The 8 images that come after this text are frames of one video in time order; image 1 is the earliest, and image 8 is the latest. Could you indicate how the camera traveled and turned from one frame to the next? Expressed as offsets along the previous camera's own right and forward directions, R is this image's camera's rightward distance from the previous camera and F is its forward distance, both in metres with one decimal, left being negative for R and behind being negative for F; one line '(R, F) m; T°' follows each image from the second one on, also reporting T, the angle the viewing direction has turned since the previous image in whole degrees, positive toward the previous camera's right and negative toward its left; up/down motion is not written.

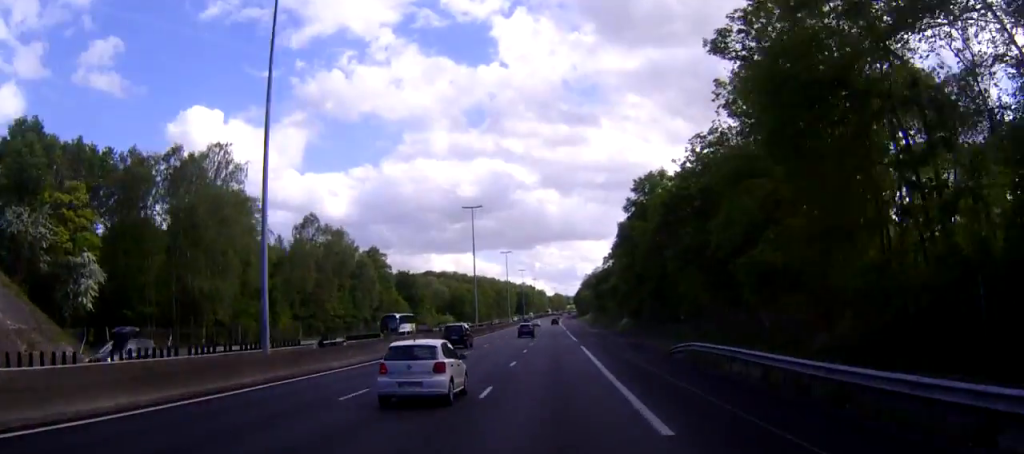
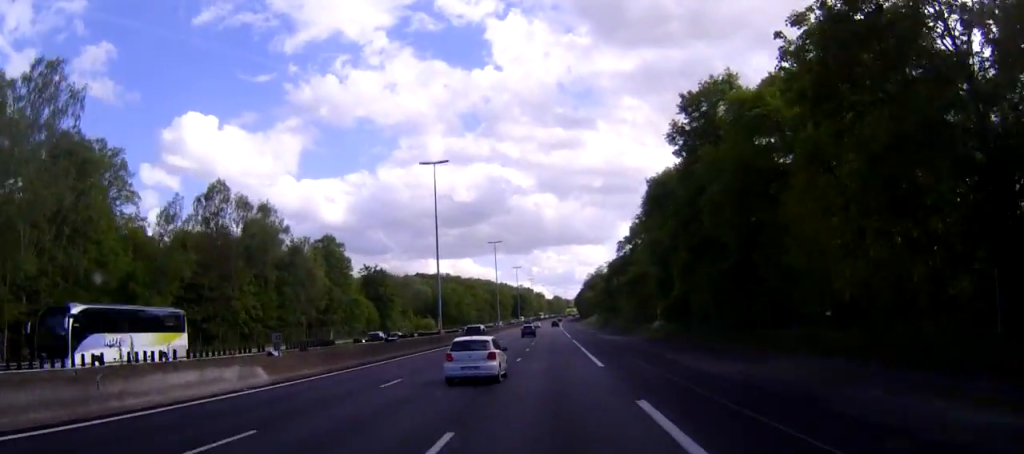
(-0.1, +33.8) m; 0°
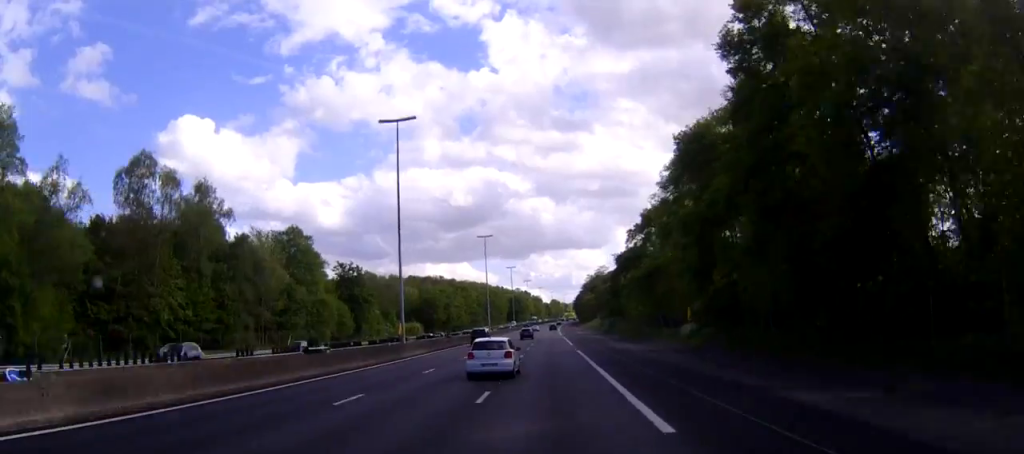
(0.0, +17.5) m; 0°
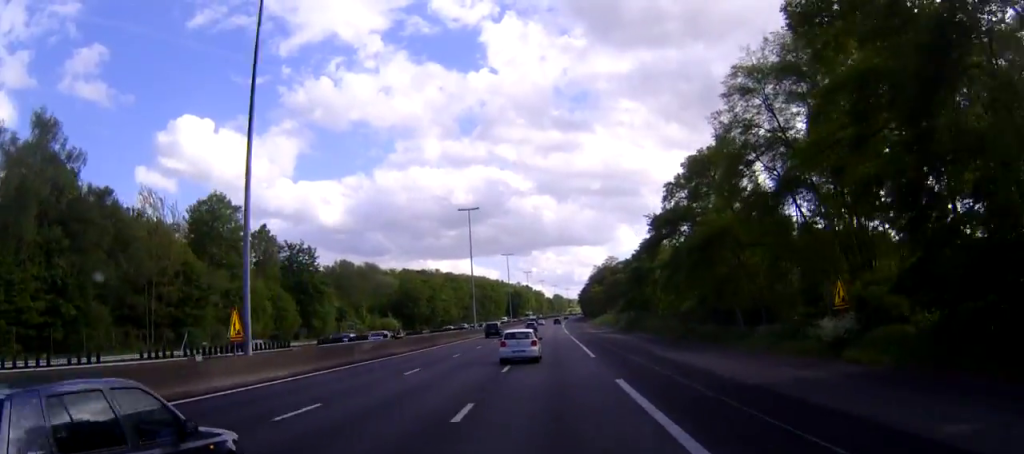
(0.0, +30.0) m; 0°
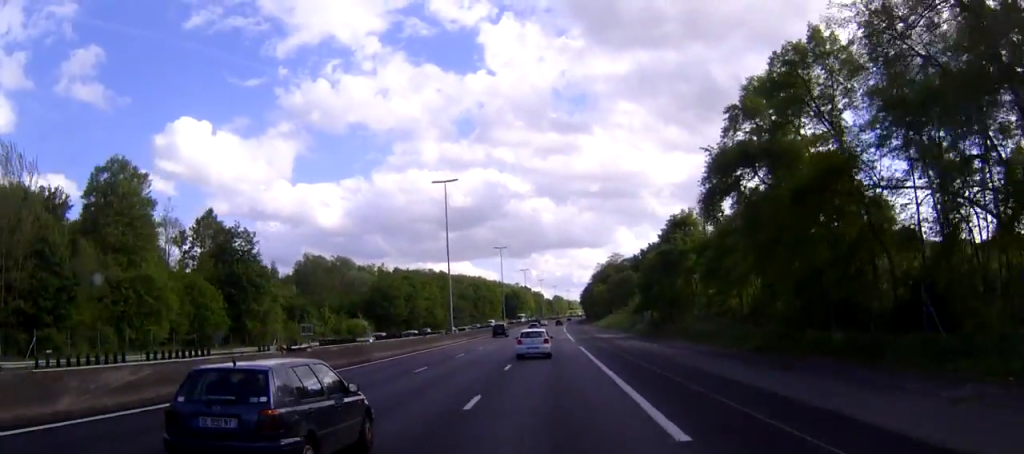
(0.0, +23.9) m; 0°
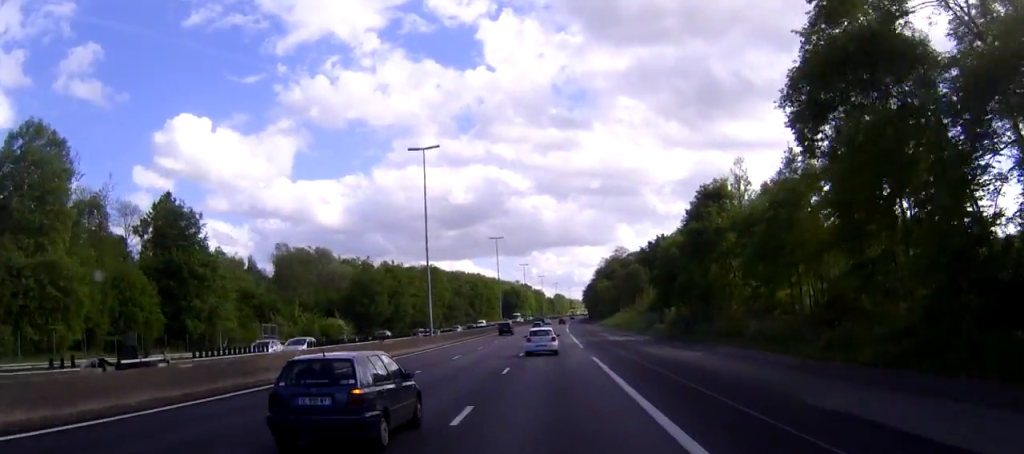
(0.0, +14.9) m; 0°
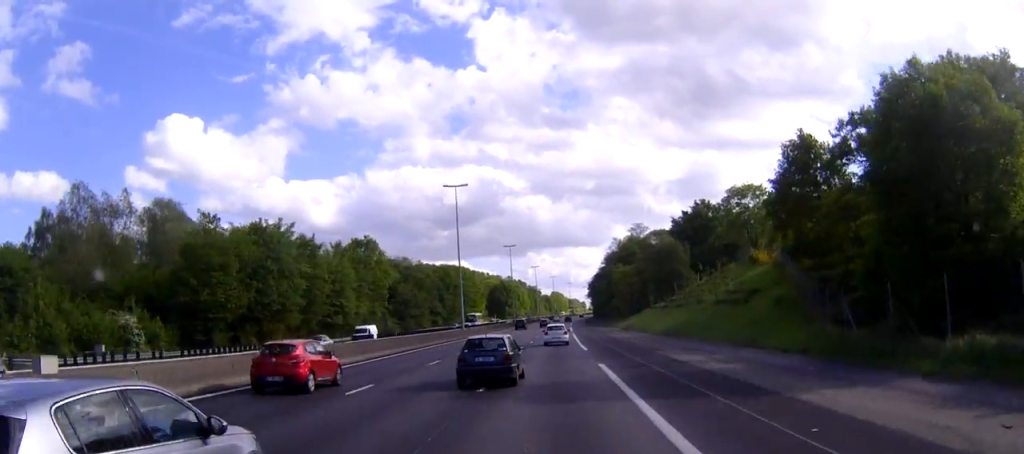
(+0.5, +58.4) m; +1°
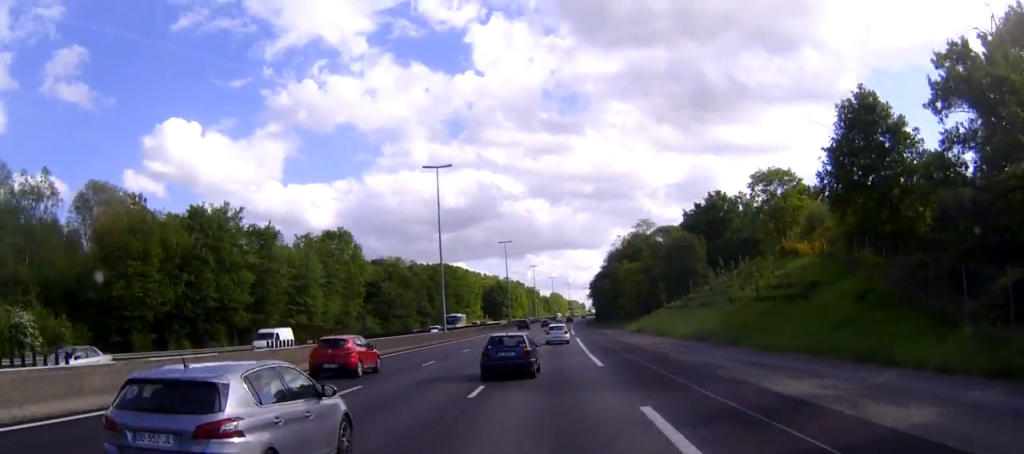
(0.0, +14.0) m; 0°
